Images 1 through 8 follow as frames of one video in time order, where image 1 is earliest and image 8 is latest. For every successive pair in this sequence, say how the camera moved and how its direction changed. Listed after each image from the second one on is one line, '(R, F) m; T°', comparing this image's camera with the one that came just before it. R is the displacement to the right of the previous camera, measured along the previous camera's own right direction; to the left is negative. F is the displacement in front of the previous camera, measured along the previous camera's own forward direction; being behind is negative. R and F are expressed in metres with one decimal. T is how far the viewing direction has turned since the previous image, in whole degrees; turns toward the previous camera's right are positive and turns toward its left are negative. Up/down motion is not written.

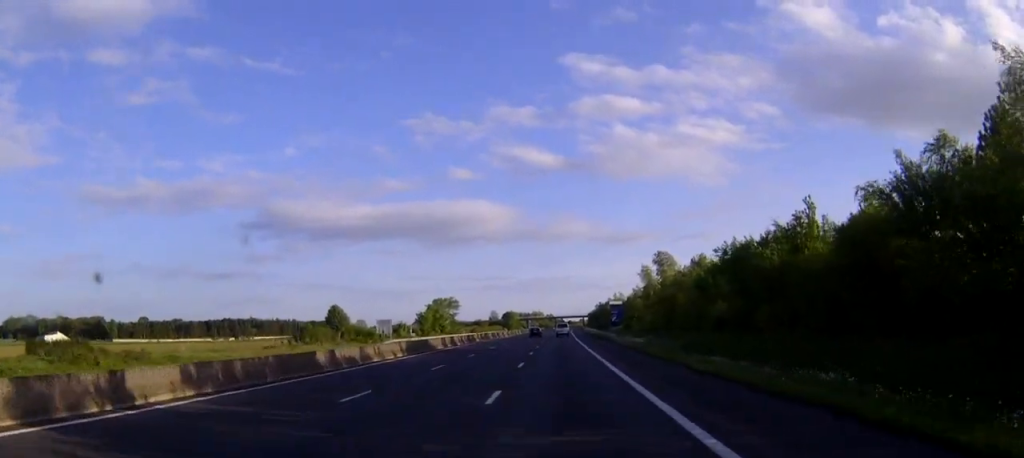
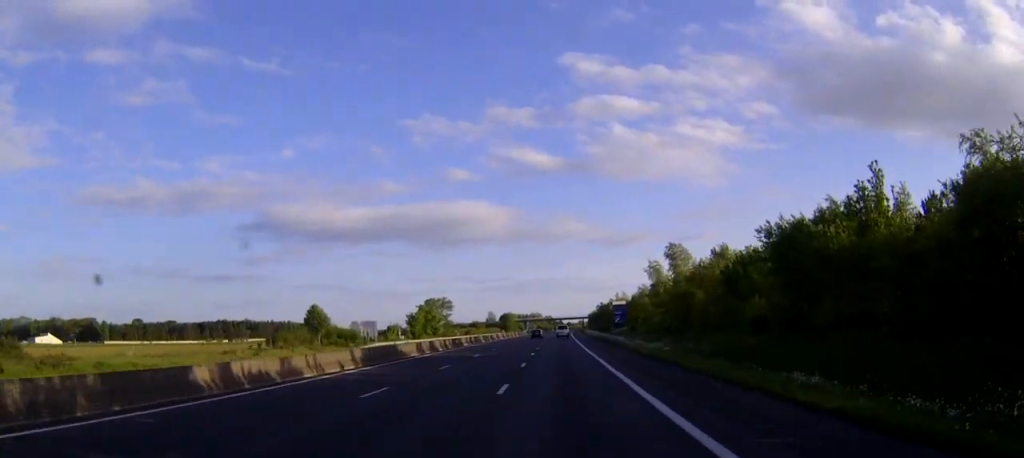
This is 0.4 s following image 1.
(0.0, +11.2) m; 0°
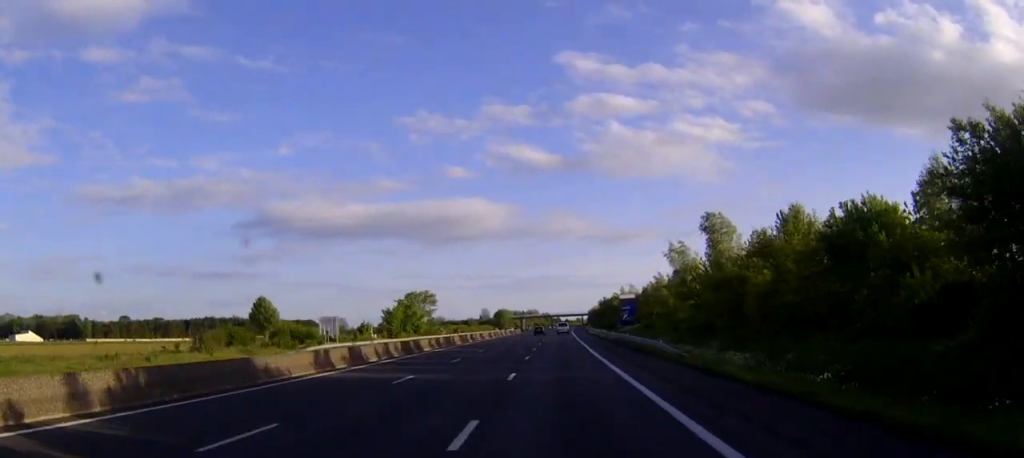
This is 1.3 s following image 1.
(0.0, +22.3) m; 0°
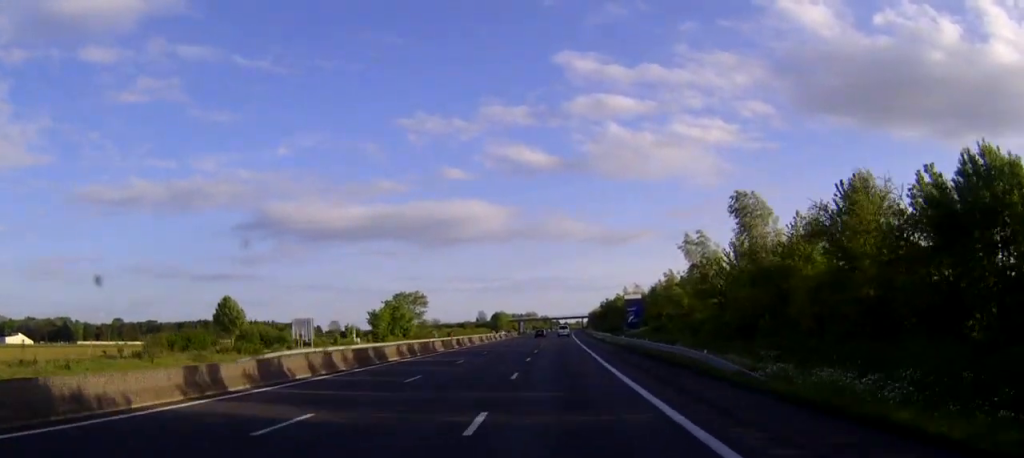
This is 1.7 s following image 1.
(0.0, +11.2) m; 0°
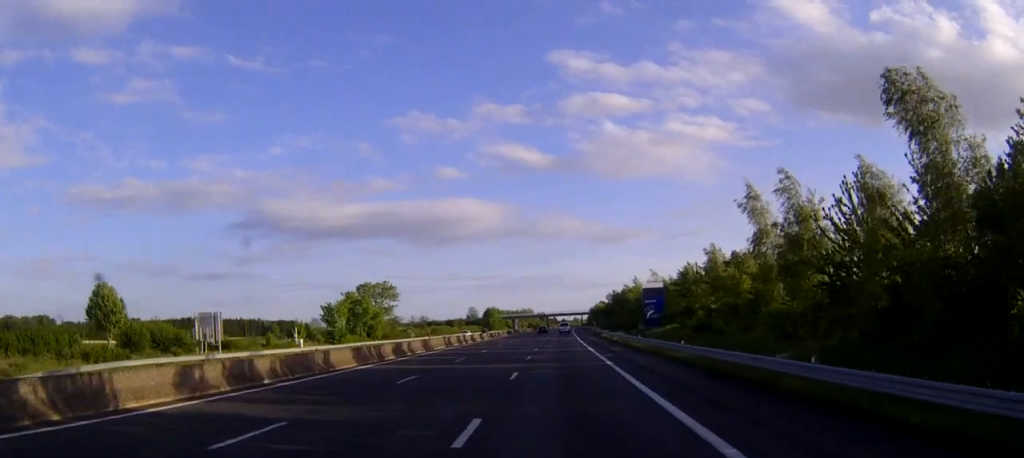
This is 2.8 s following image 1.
(+0.1, +27.5) m; 0°
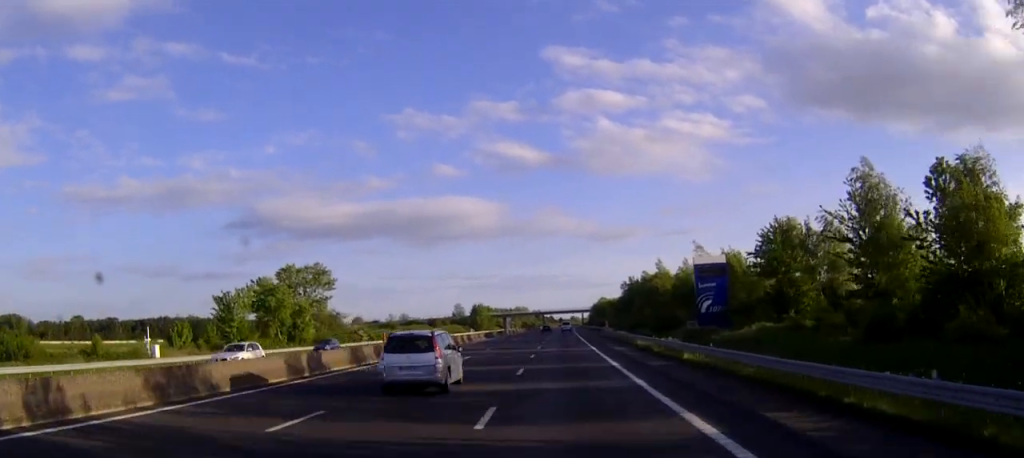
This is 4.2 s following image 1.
(+0.1, +37.2) m; 0°
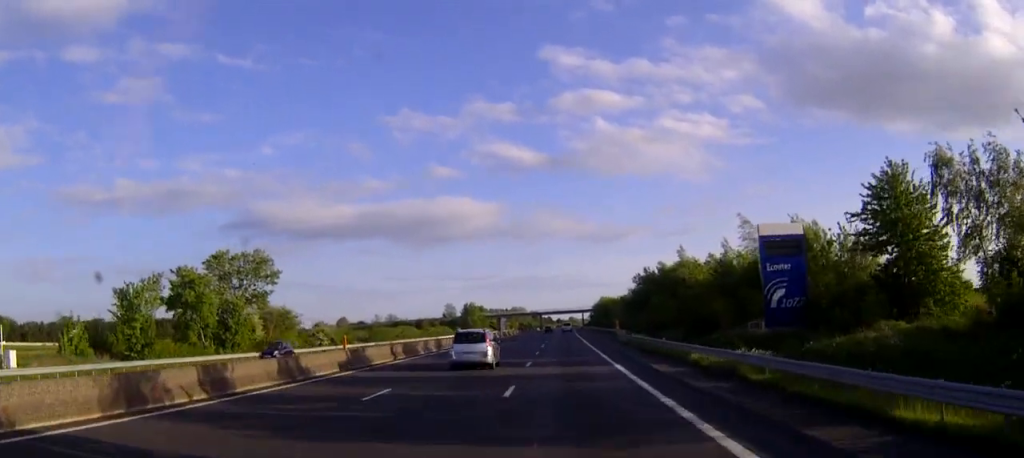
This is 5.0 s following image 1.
(0.0, +20.0) m; 0°
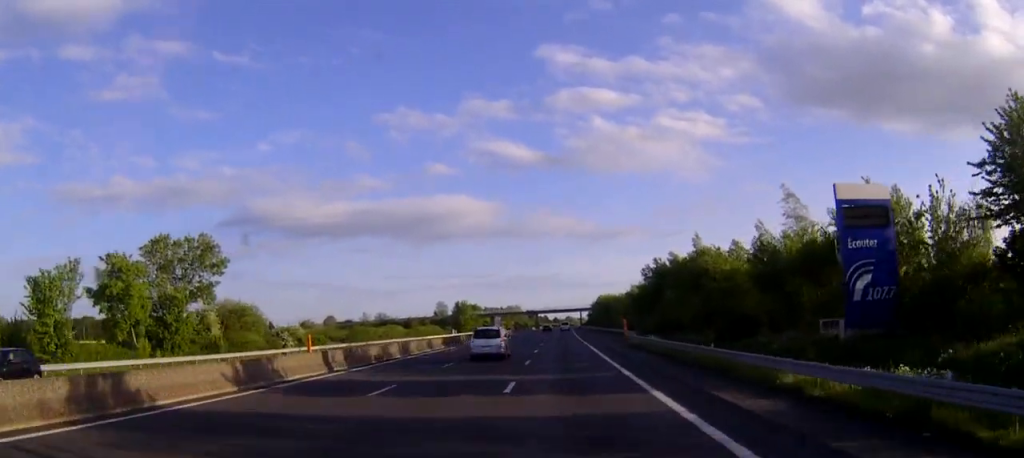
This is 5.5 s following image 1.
(0.0, +12.2) m; 0°
